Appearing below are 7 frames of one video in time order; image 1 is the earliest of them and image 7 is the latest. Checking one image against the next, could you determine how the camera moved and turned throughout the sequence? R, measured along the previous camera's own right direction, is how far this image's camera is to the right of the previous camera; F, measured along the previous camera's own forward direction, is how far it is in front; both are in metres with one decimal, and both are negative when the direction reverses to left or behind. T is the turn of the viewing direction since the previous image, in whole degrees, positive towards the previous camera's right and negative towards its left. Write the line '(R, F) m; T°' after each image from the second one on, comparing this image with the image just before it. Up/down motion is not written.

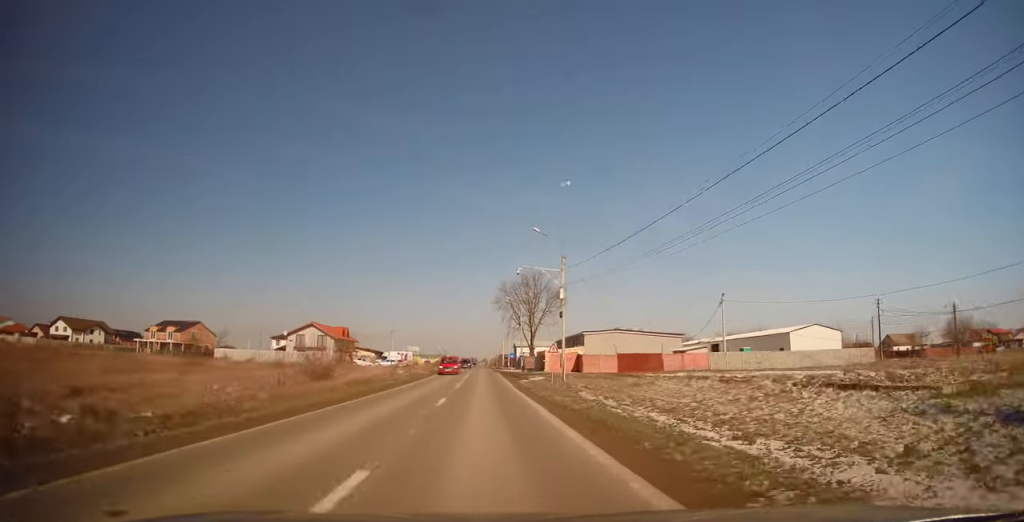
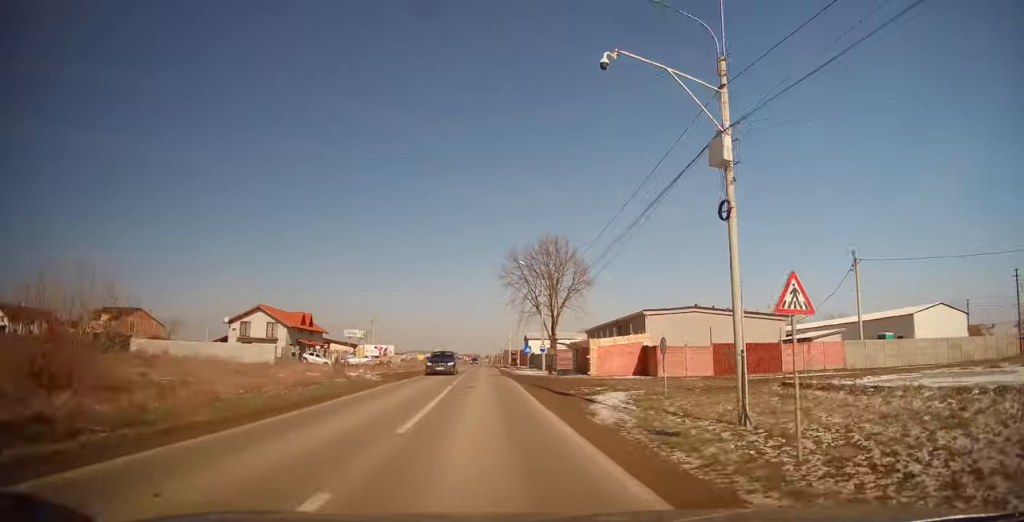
(-0.1, +24.9) m; 0°
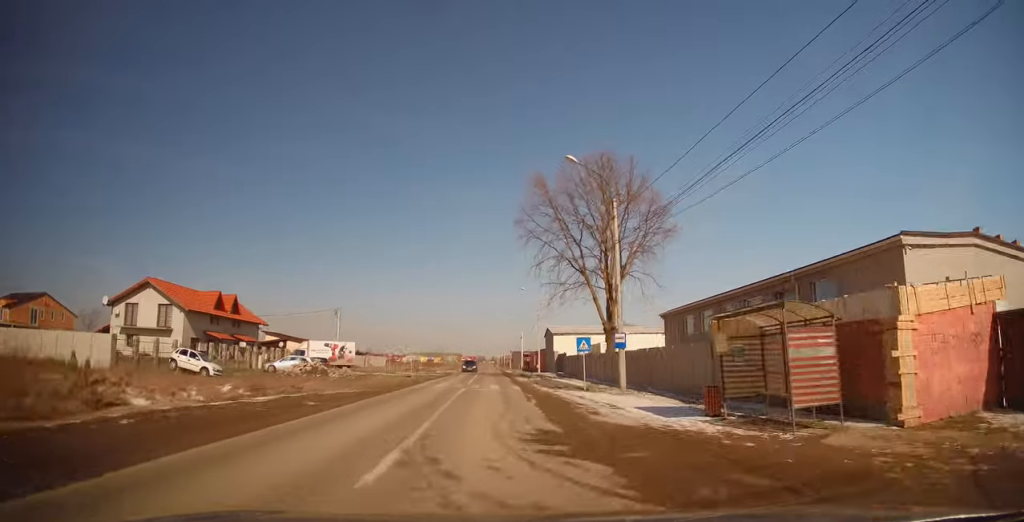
(-0.2, +27.9) m; 0°
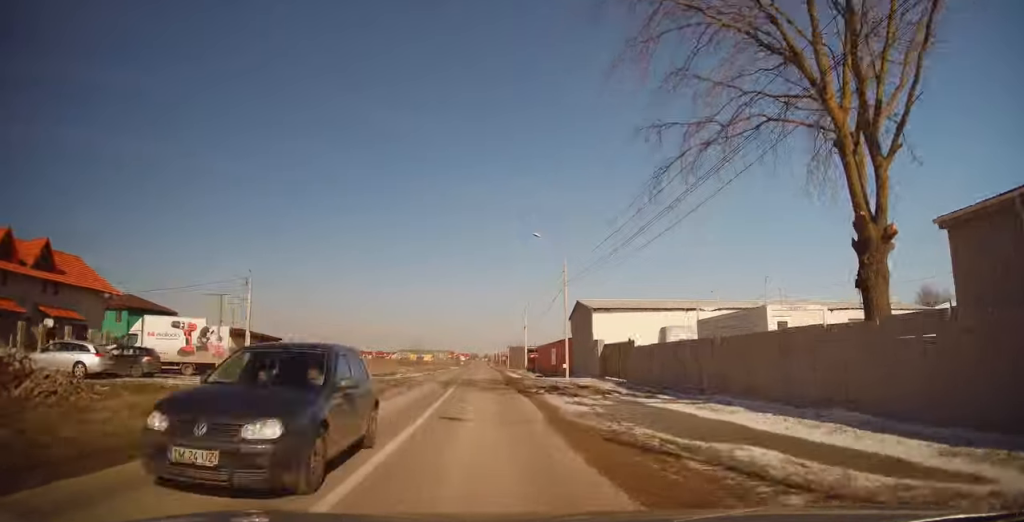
(+0.1, +27.0) m; +1°
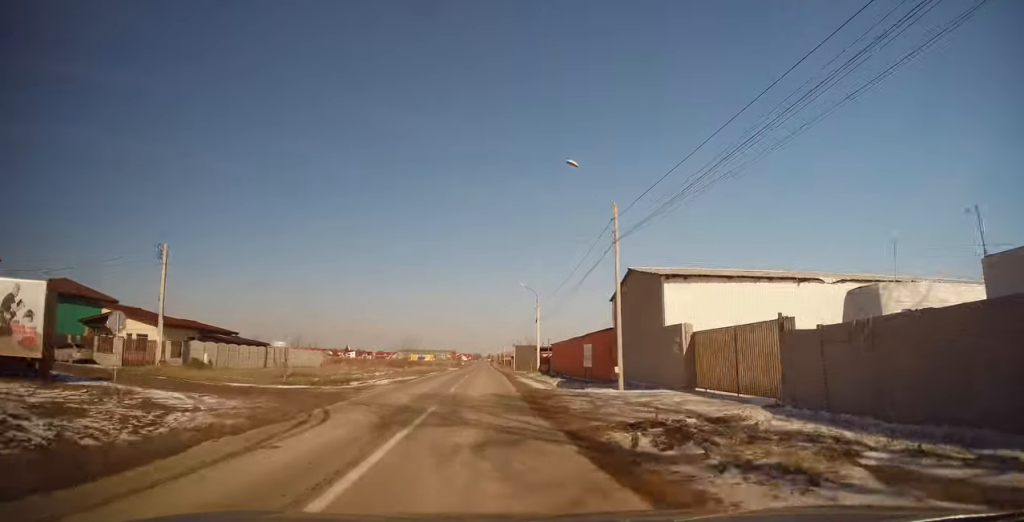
(+0.2, +14.5) m; -1°
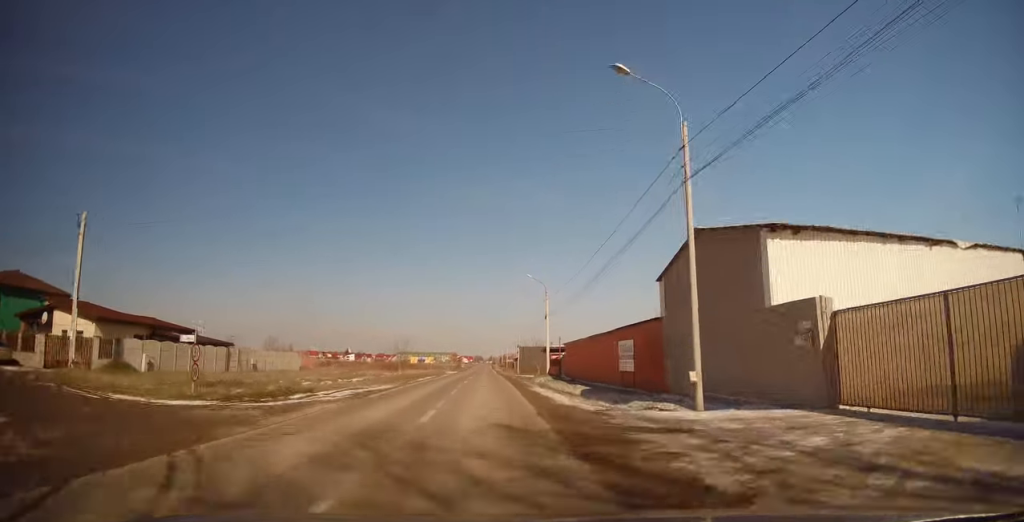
(0.0, +8.6) m; 0°
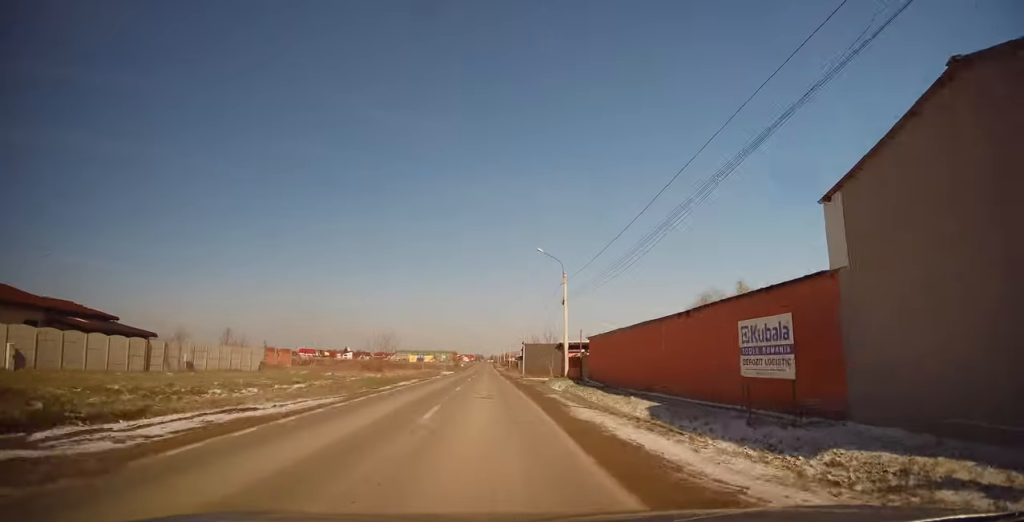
(-0.3, +12.0) m; -1°
